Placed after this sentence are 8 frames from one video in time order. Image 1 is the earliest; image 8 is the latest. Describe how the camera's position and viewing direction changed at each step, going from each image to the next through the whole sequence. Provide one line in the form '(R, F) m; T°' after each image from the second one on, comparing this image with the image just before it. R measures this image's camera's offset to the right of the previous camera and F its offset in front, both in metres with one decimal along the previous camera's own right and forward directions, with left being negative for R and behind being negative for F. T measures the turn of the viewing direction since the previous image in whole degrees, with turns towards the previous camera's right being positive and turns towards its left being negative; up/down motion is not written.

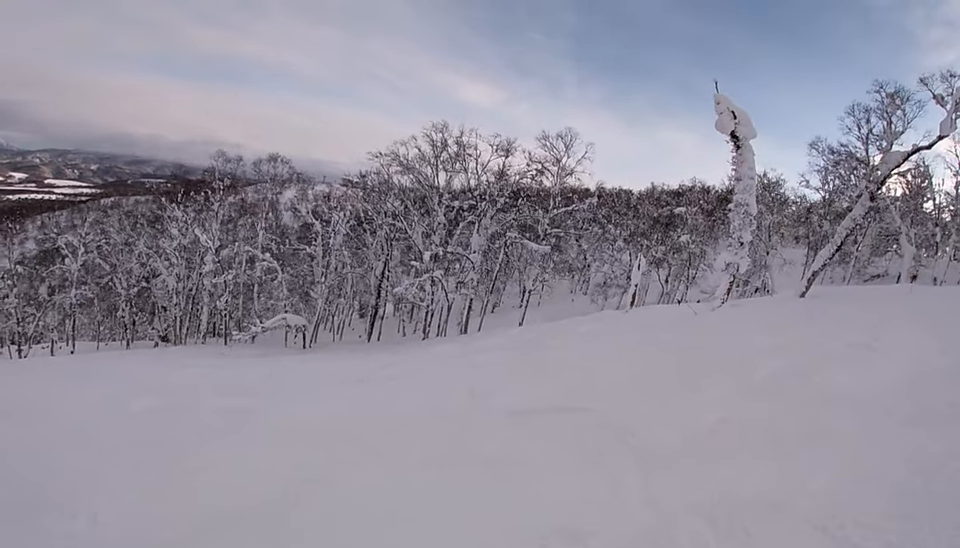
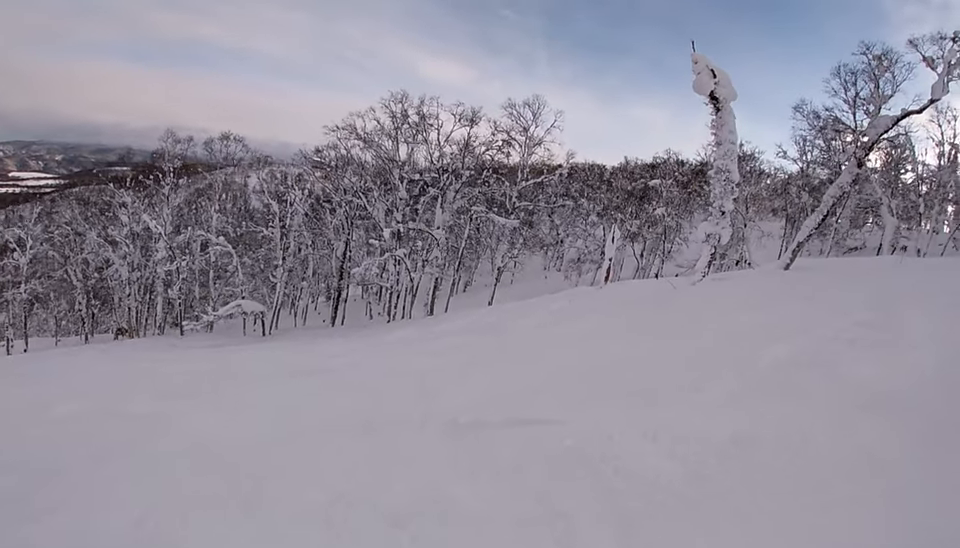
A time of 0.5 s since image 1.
(+0.1, +1.9) m; -2°
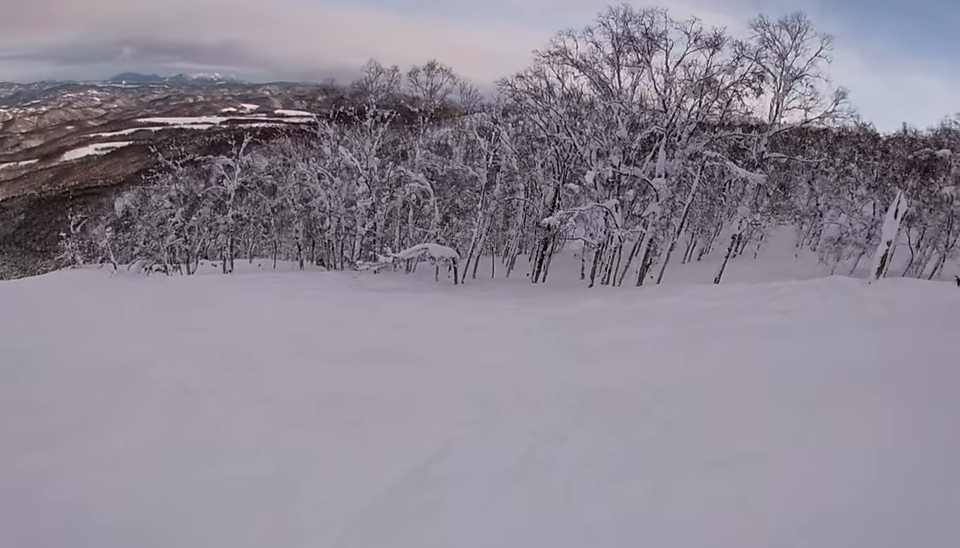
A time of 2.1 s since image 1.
(-1.7, +5.9) m; -56°
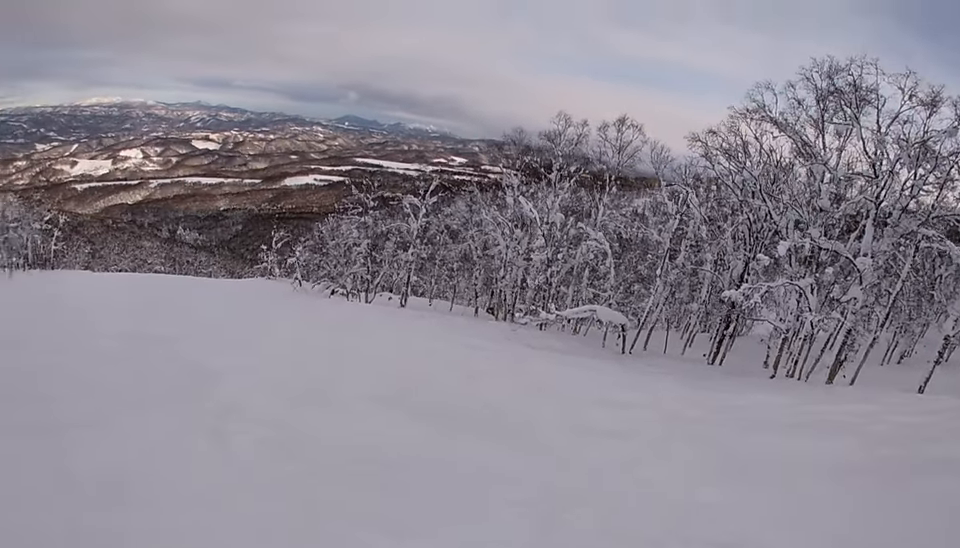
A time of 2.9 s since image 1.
(-1.2, +3.0) m; -31°
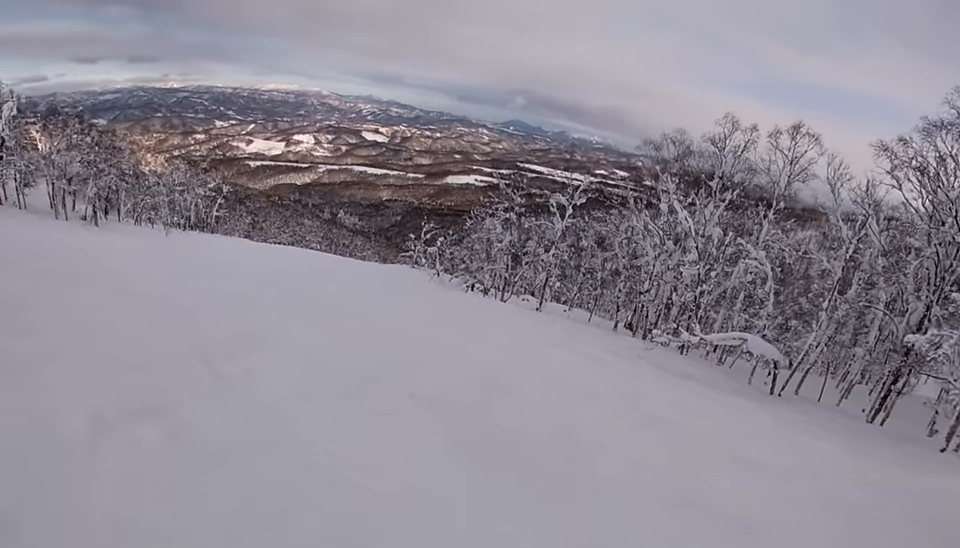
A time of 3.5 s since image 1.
(-0.5, +2.7) m; -17°
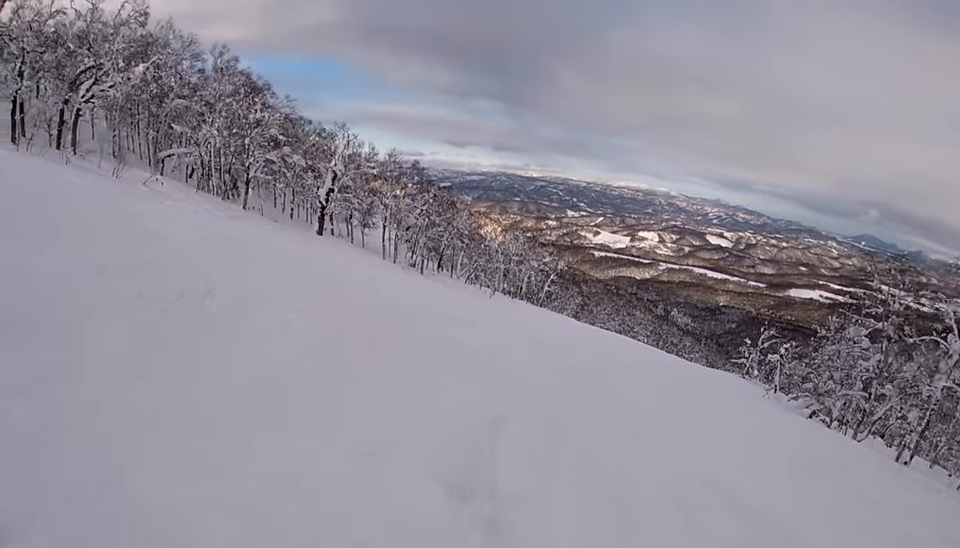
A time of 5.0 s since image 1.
(-1.3, +7.0) m; -16°
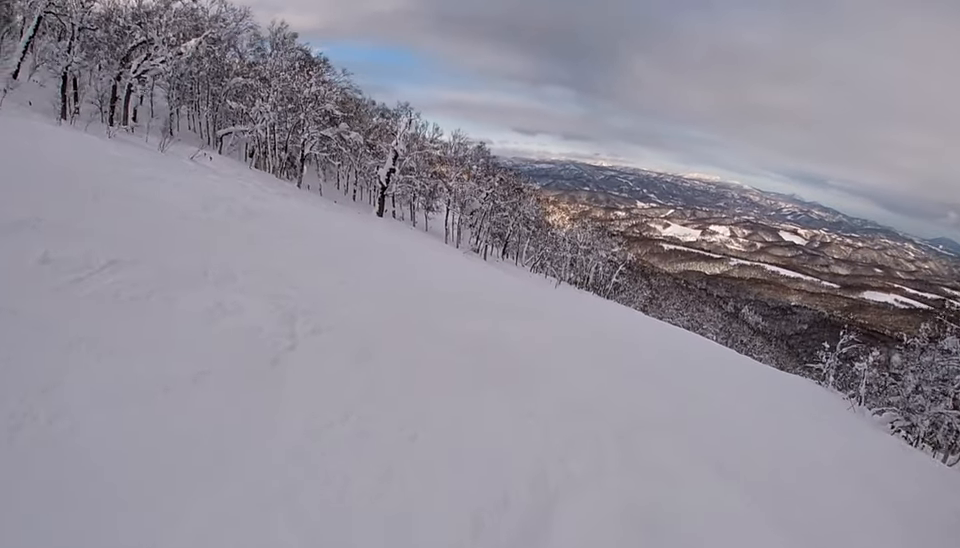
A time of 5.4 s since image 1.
(0.0, +2.0) m; -6°
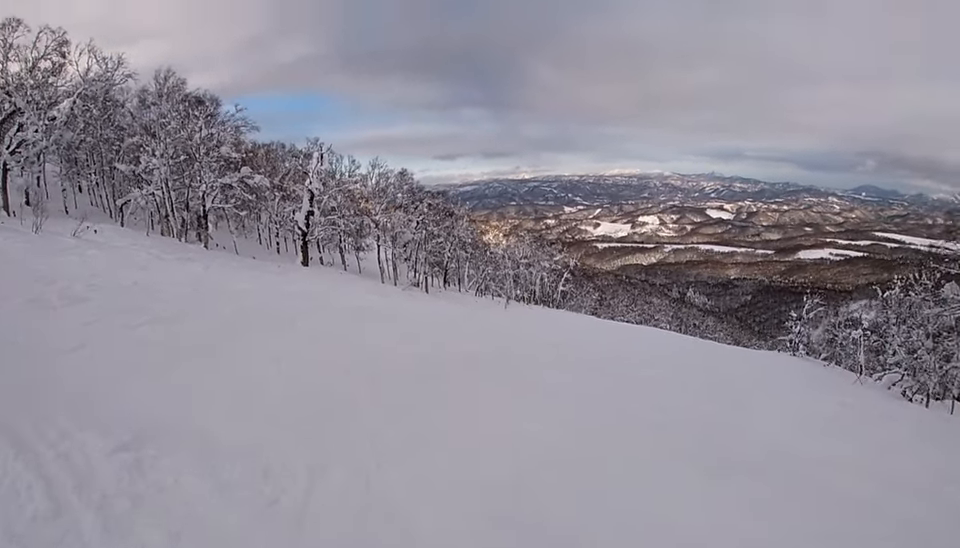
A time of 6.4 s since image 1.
(-0.7, +4.1) m; -21°
